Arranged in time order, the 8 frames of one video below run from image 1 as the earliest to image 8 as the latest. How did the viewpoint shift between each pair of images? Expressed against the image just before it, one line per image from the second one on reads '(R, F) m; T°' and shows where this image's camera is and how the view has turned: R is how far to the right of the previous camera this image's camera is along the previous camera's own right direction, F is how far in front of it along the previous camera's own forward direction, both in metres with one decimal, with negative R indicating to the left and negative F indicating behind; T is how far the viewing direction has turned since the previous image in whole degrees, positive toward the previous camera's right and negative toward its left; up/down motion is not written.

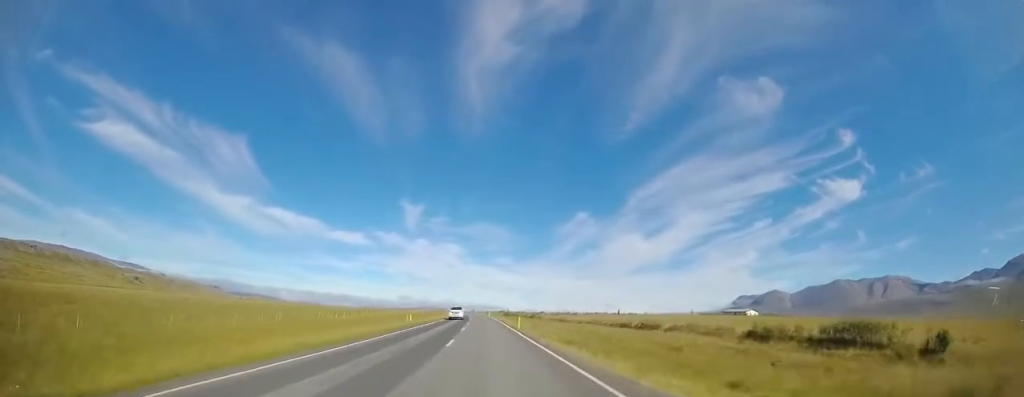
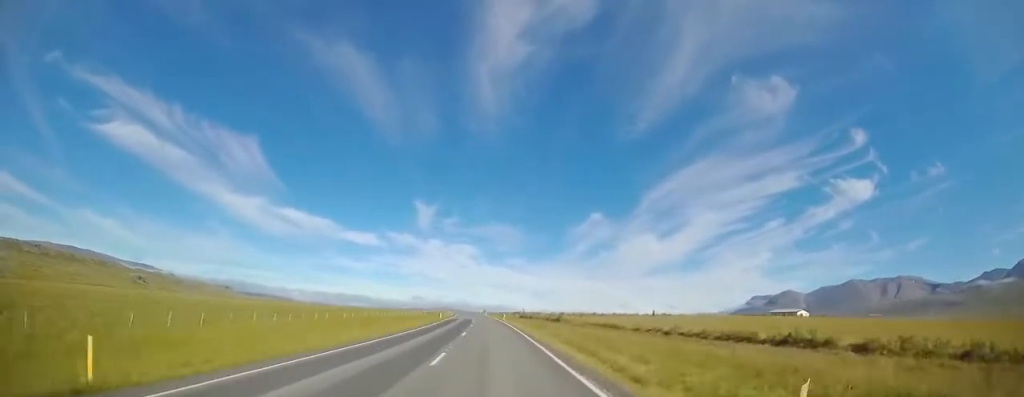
(-0.5, +28.9) m; -2°
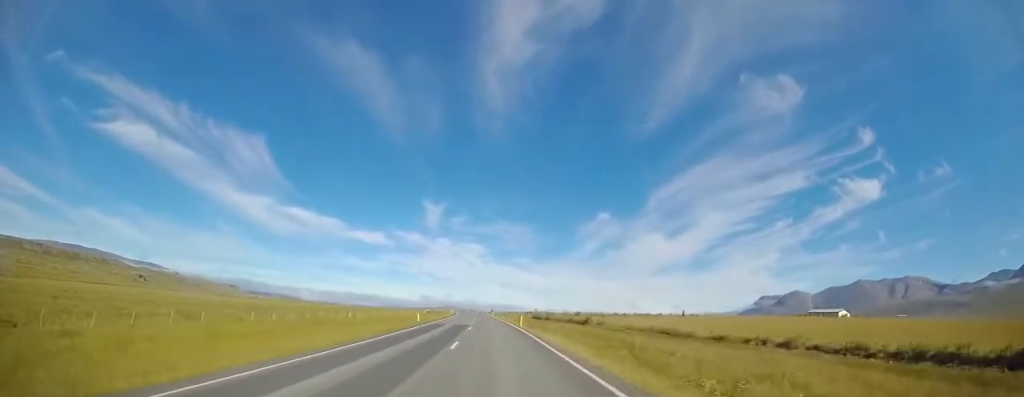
(-0.3, +20.3) m; -1°
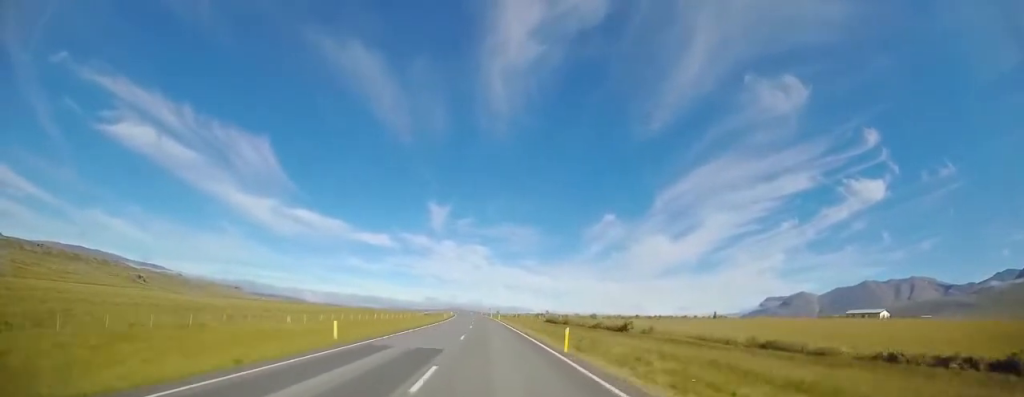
(0.0, +18.8) m; -1°
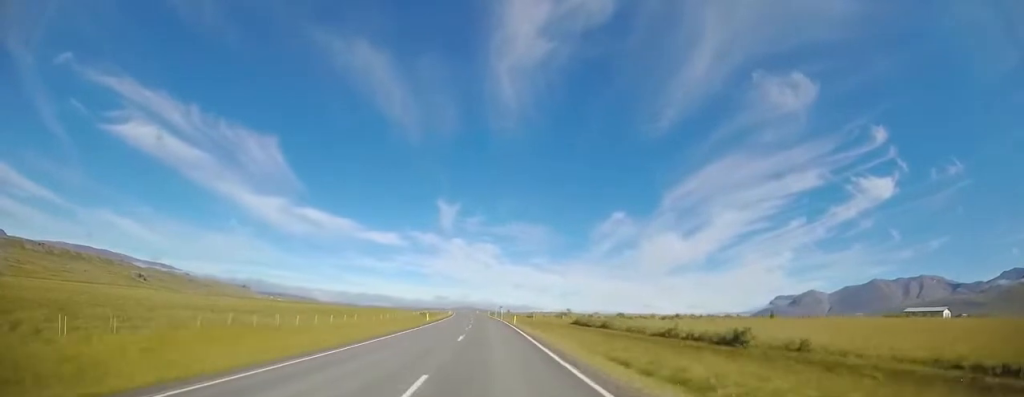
(-0.4, +25.1) m; -2°
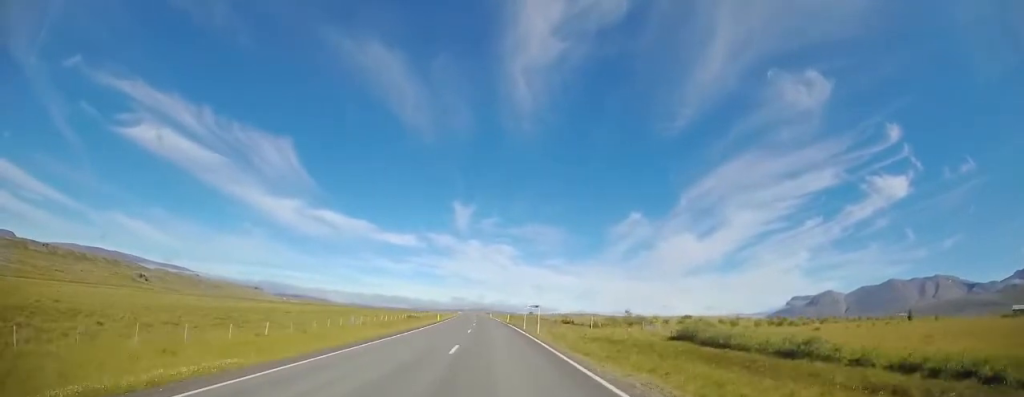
(-0.6, +40.9) m; -1°
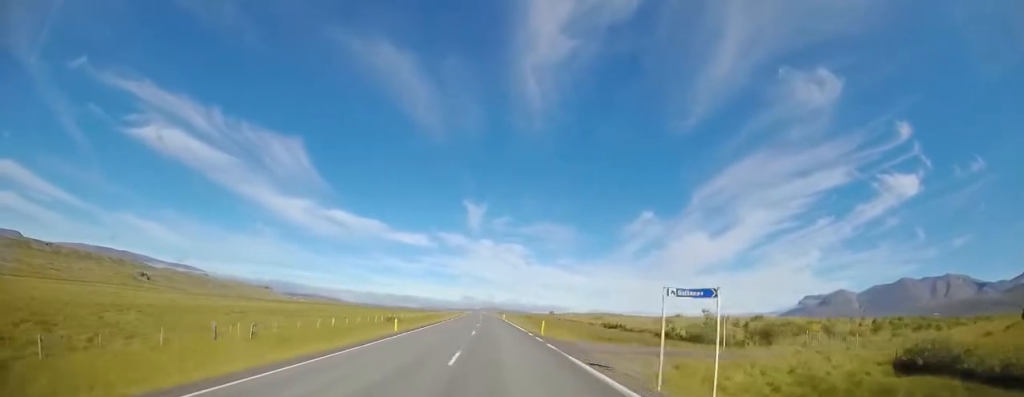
(-0.3, +26.6) m; -1°
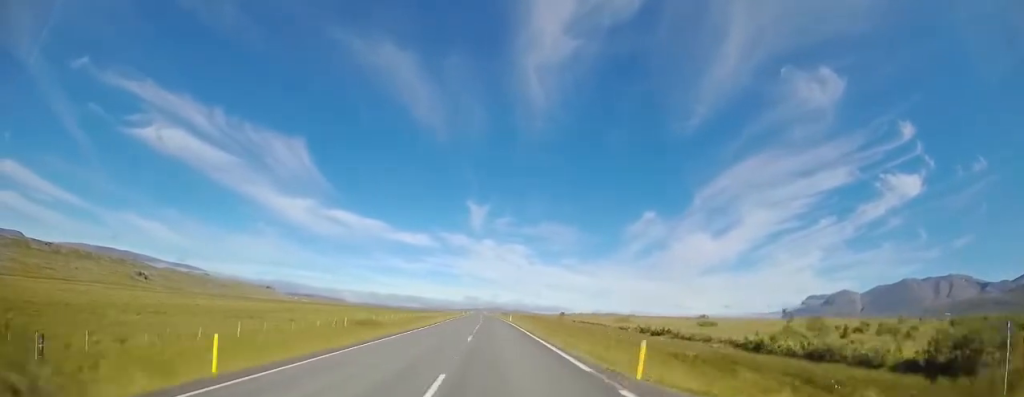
(-0.1, +16.5) m; -1°
